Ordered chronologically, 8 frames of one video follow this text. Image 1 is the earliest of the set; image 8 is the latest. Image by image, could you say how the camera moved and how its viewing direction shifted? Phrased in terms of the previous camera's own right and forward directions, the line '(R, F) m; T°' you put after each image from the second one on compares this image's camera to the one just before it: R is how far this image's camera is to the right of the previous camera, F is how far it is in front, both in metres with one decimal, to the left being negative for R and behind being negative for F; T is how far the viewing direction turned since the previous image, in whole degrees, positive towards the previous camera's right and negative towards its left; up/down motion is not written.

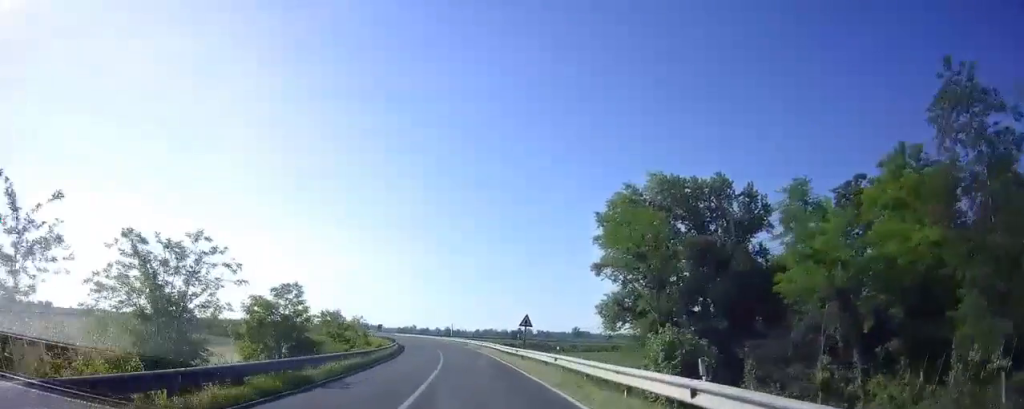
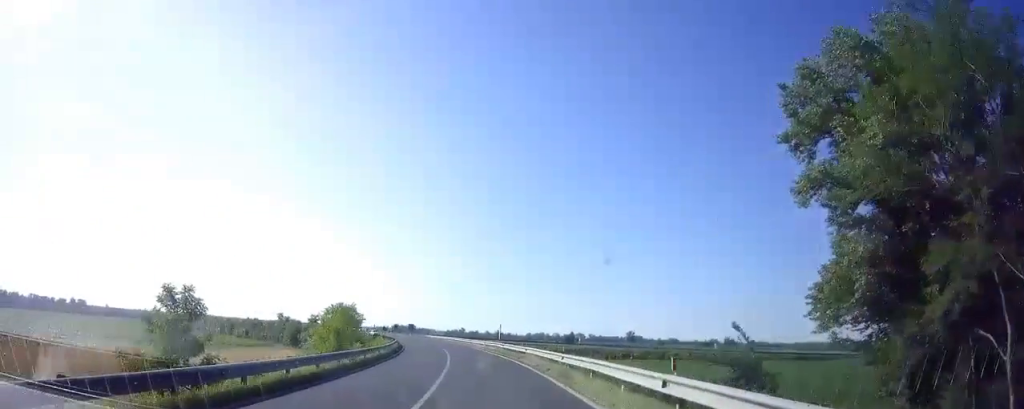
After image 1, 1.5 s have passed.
(-1.3, +31.4) m; -5°
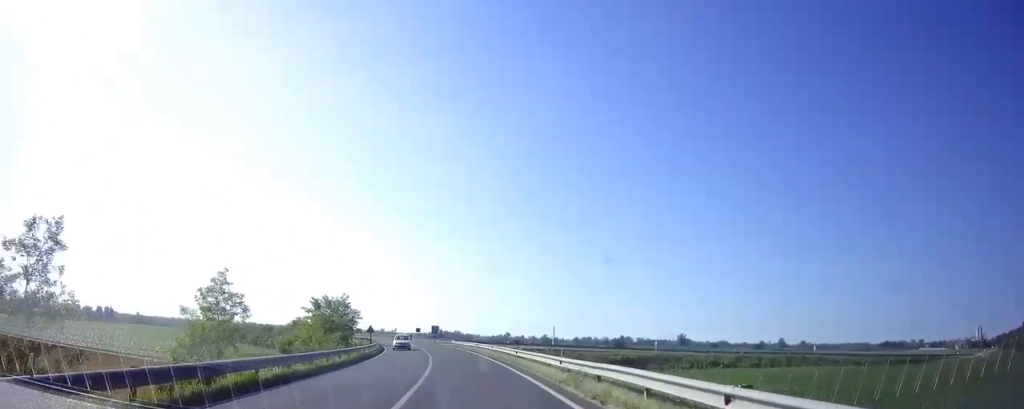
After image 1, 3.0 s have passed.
(-1.7, +32.4) m; -6°
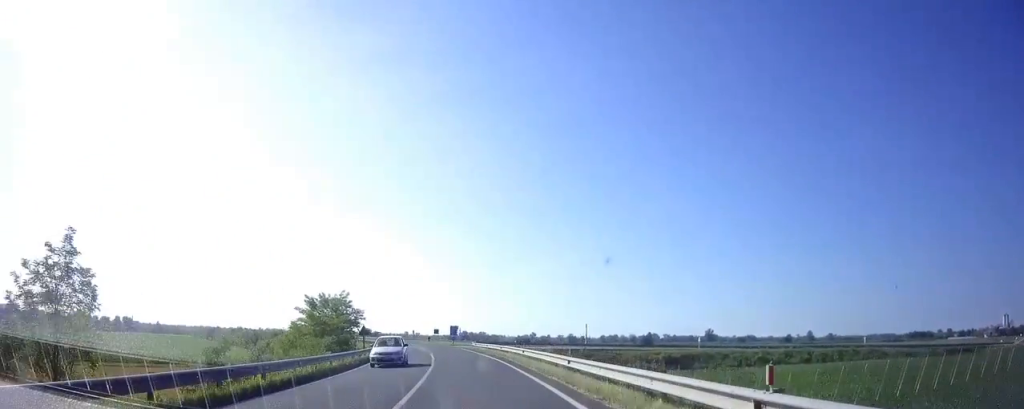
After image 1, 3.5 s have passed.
(-0.1, +11.2) m; -2°
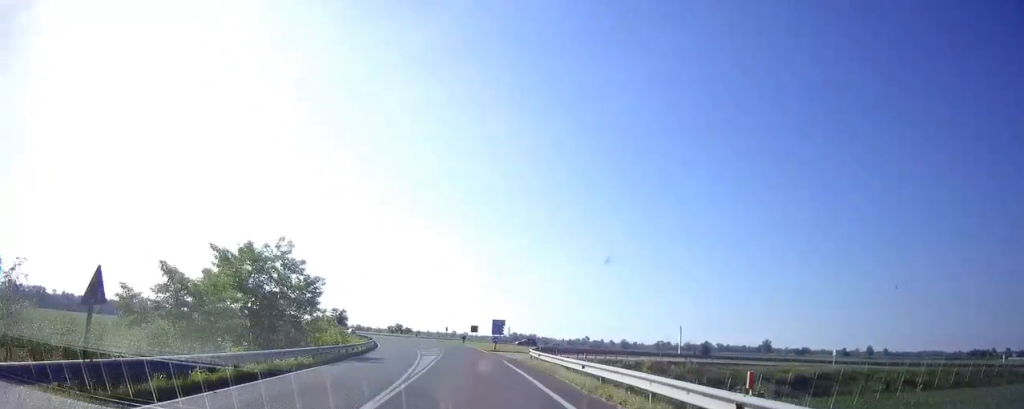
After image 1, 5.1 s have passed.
(-1.4, +31.8) m; -5°
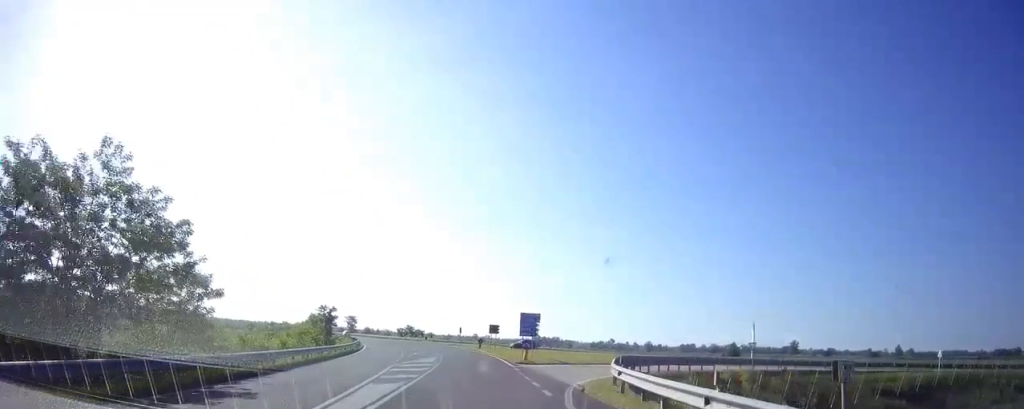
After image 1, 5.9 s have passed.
(-0.3, +17.1) m; -3°
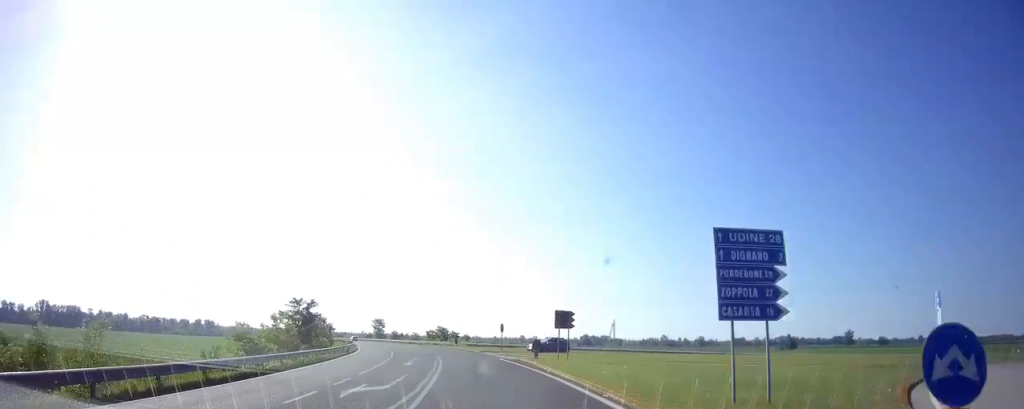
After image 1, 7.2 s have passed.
(-1.3, +25.7) m; -6°
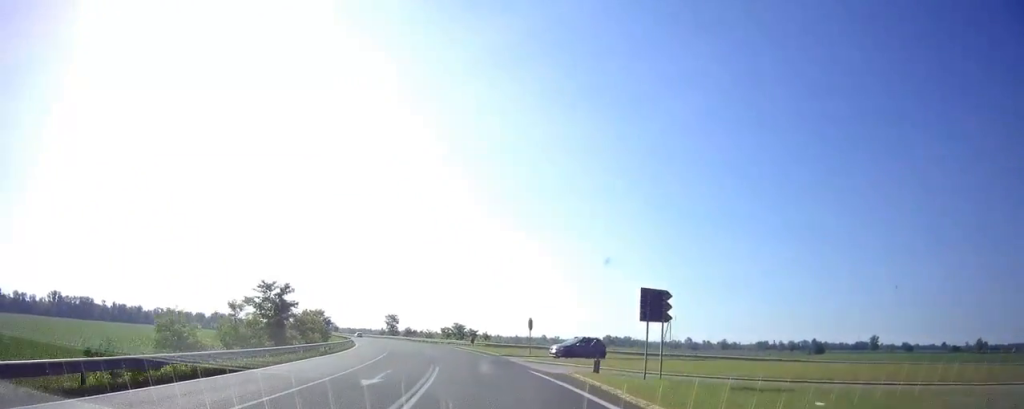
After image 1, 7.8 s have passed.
(-0.2, +12.2) m; -3°
